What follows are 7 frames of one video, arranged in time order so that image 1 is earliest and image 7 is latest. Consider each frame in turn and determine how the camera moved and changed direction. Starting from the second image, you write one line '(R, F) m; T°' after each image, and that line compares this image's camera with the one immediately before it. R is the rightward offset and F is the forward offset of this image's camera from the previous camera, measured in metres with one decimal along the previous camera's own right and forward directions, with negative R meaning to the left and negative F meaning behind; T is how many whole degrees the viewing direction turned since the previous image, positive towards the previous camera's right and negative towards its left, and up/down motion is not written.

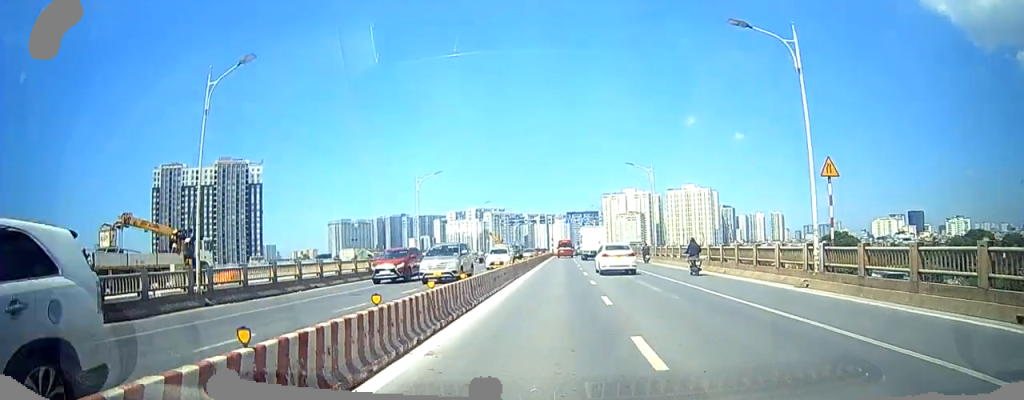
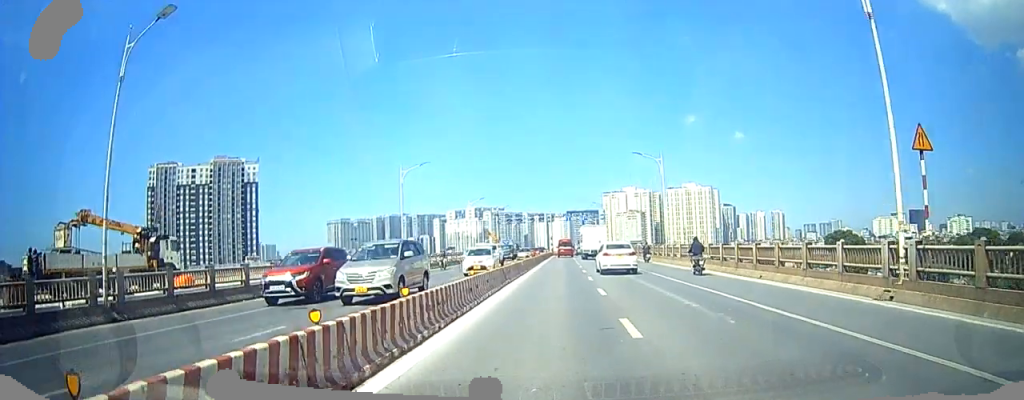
(+0.2, +5.9) m; 0°
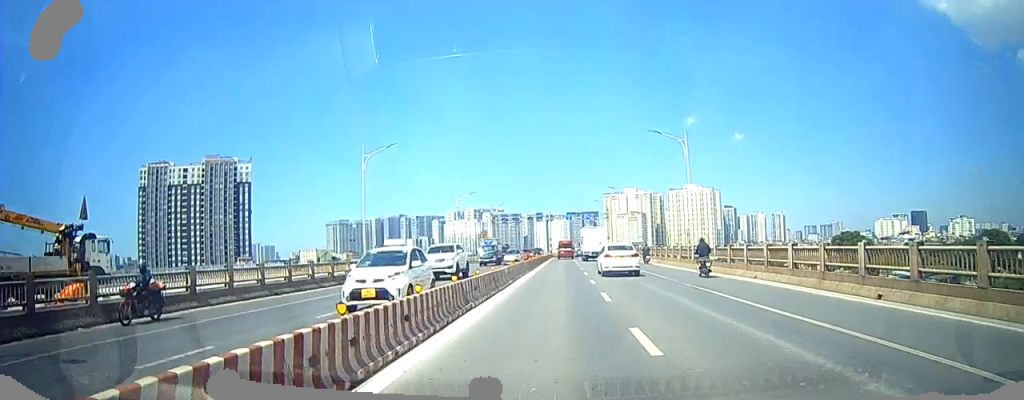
(-0.1, +10.5) m; -1°
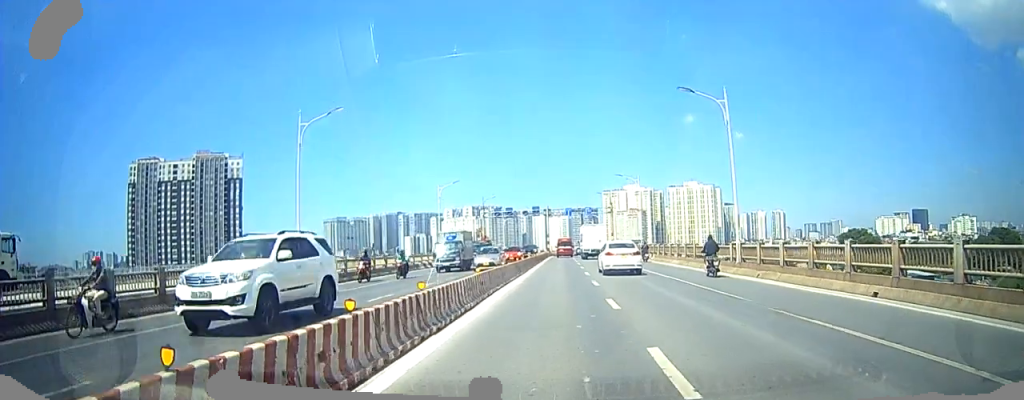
(-0.3, +9.7) m; 0°
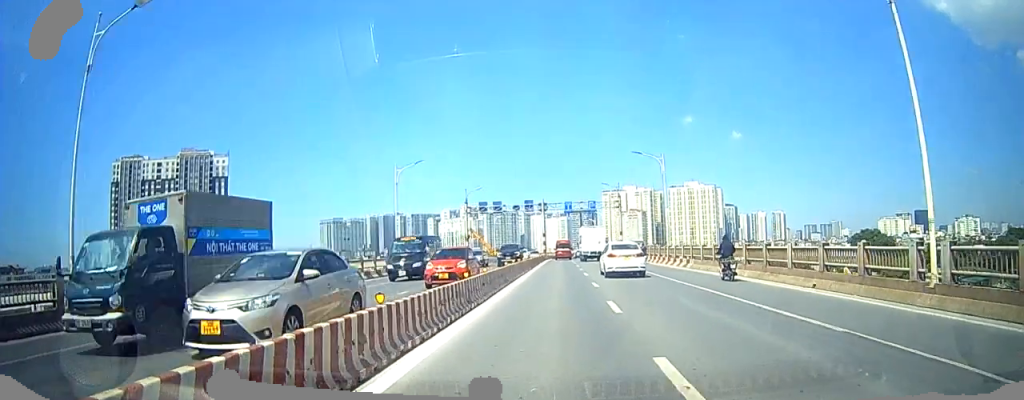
(+0.5, +13.9) m; +4°
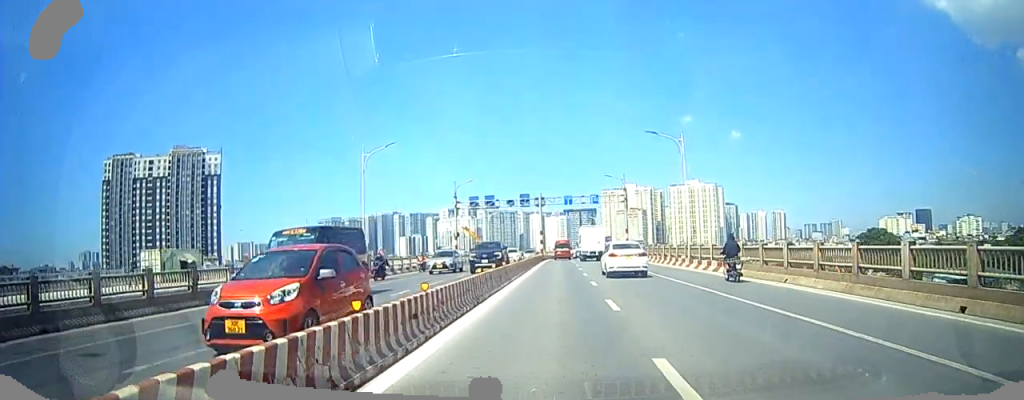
(+0.2, +7.0) m; +1°
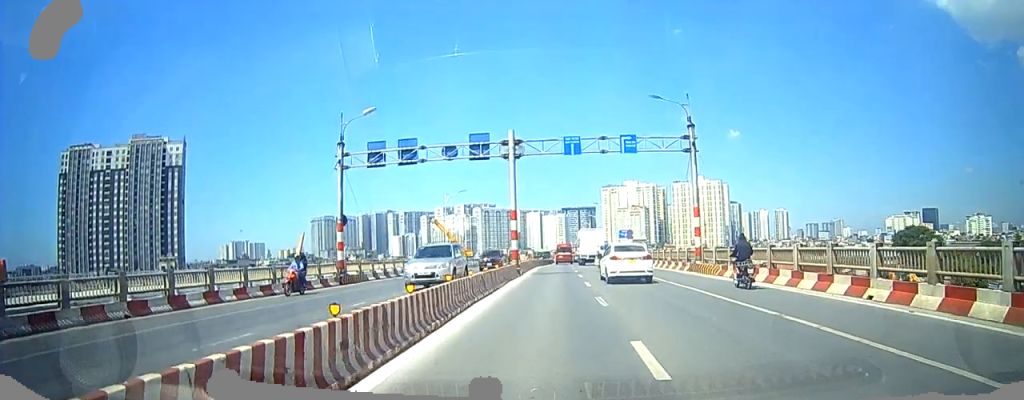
(+0.1, +34.1) m; 0°
